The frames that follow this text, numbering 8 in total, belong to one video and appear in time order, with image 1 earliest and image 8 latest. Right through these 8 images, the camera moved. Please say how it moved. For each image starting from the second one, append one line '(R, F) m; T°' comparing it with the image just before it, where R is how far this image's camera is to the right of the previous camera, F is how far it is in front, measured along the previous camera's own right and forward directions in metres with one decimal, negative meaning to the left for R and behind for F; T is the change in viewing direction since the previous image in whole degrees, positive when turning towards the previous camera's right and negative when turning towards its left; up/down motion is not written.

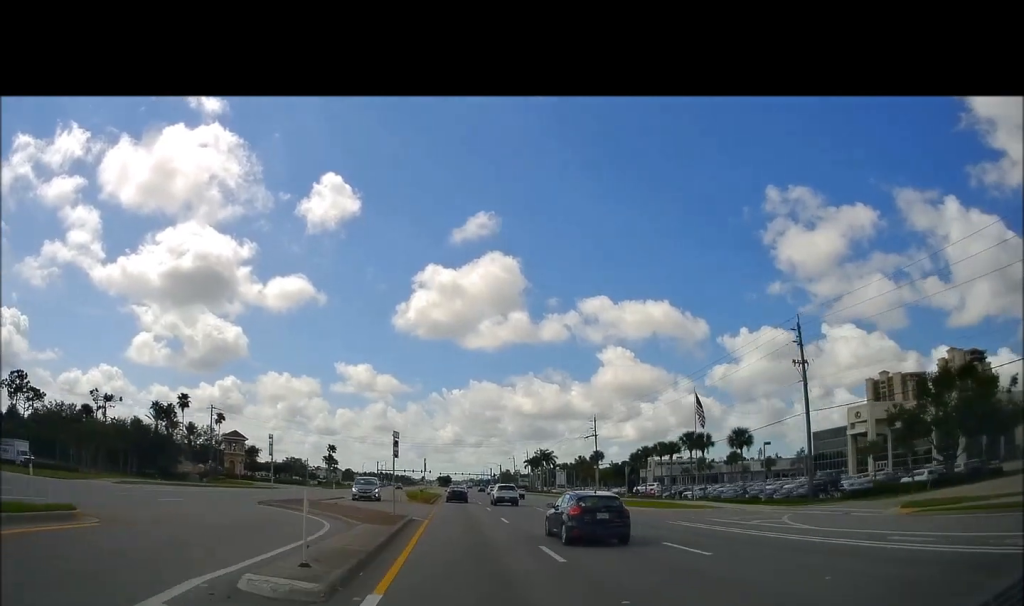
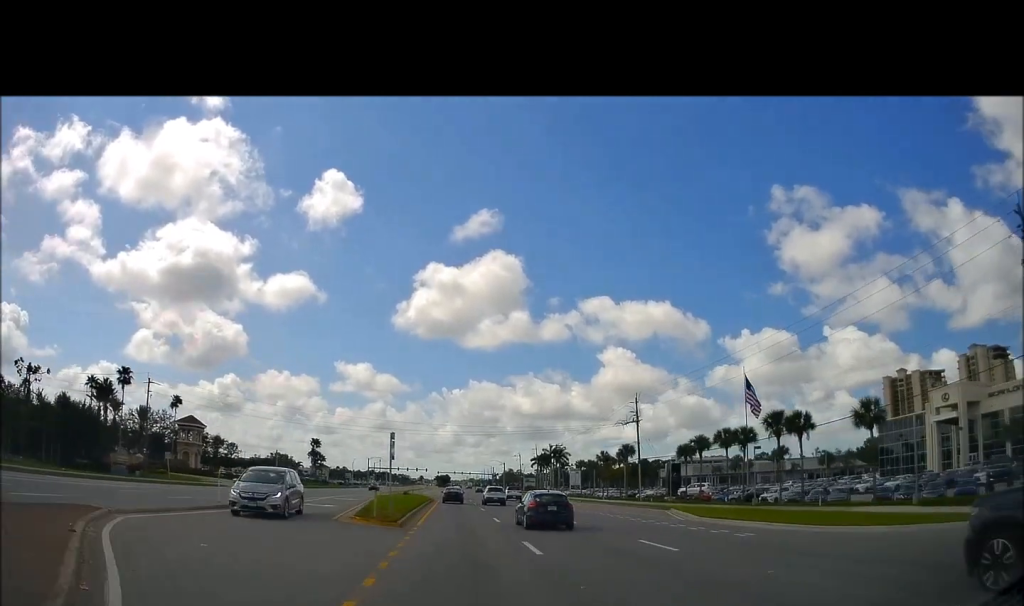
(+0.2, +23.9) m; 0°
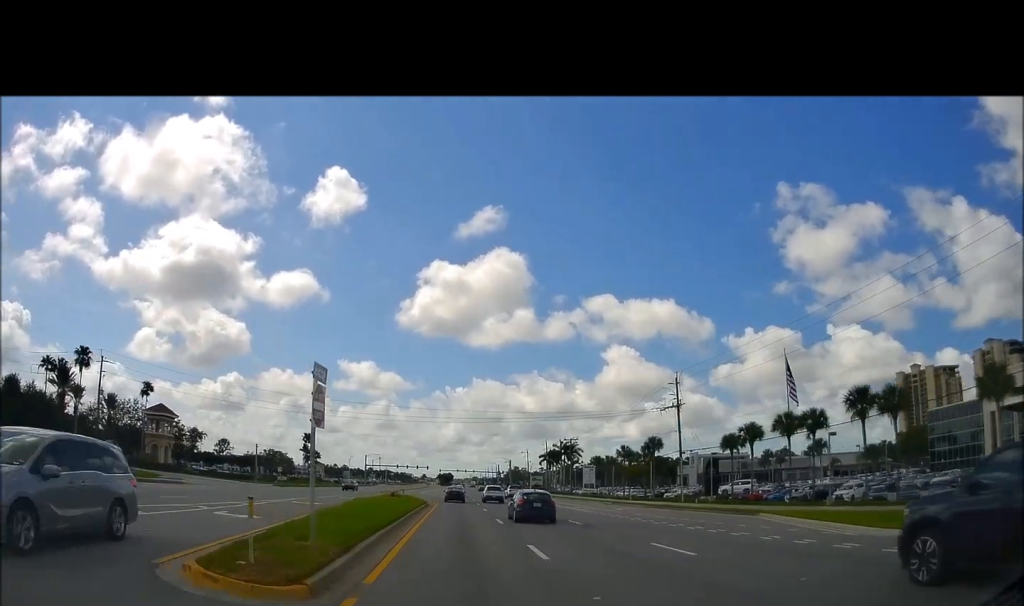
(-0.1, +13.7) m; 0°
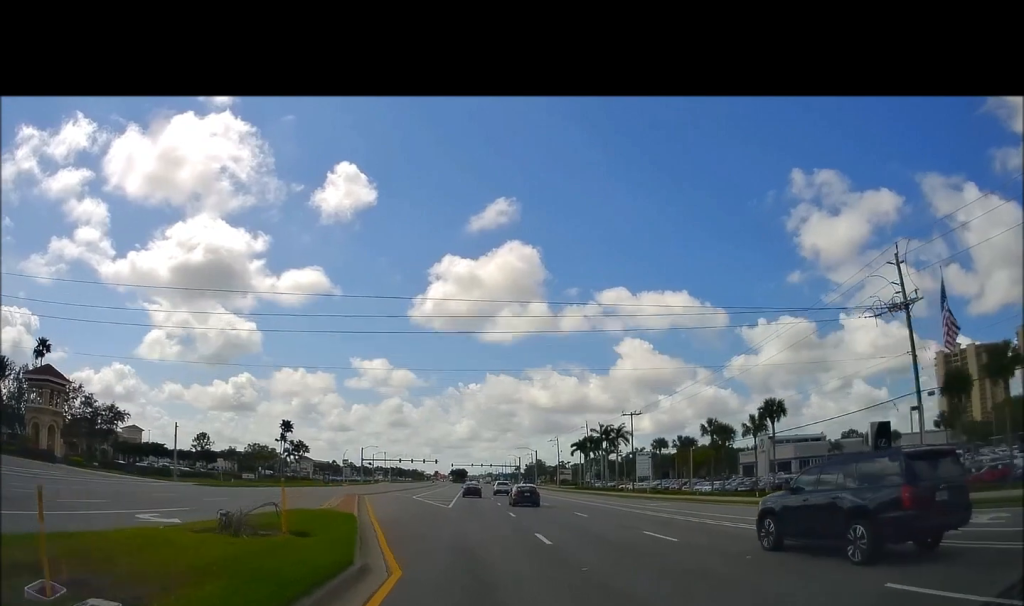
(0.0, +35.5) m; 0°
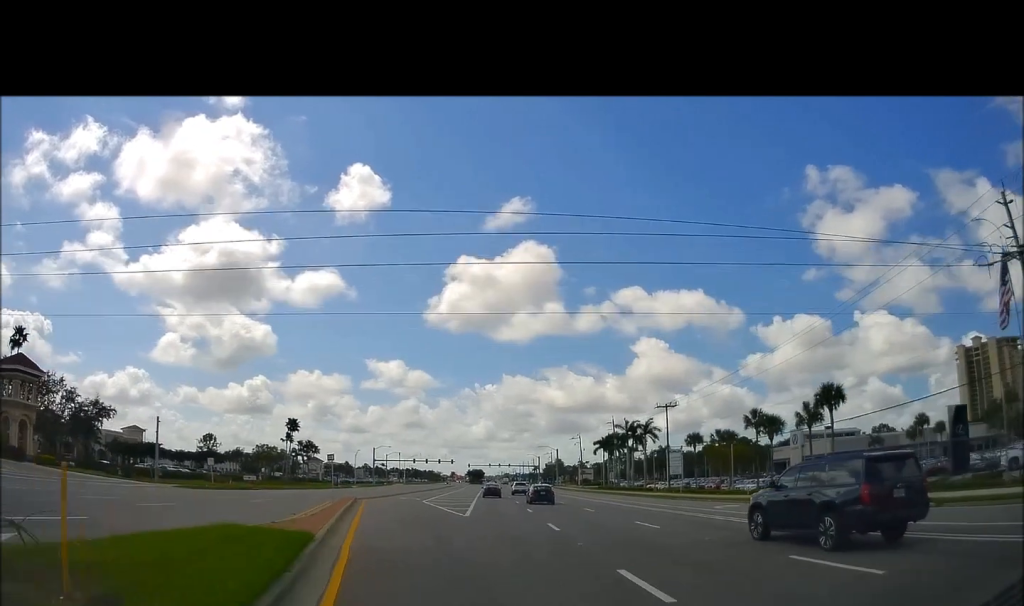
(+0.1, +8.6) m; -1°
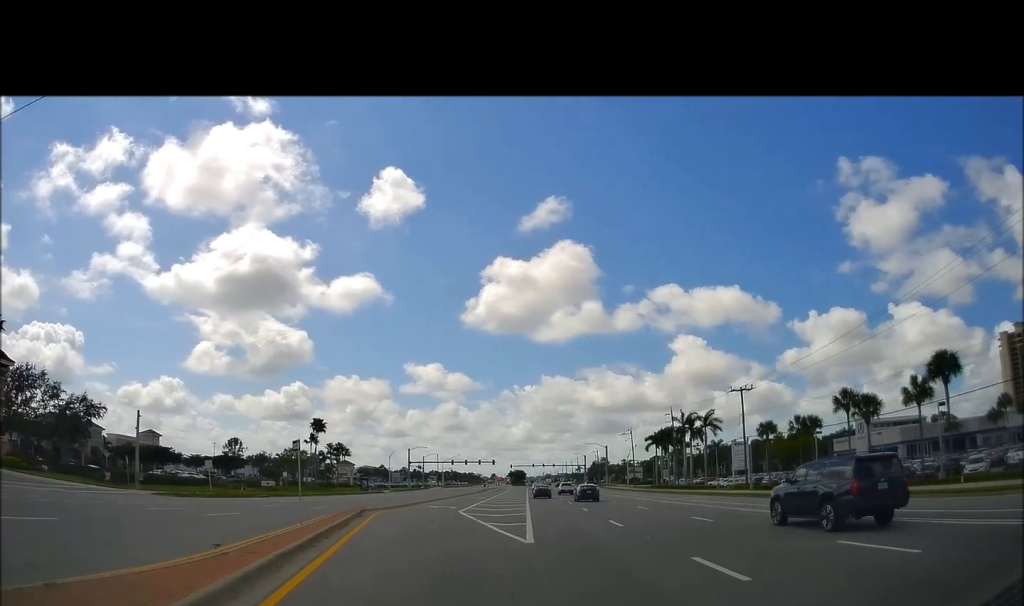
(-0.2, +11.9) m; -2°
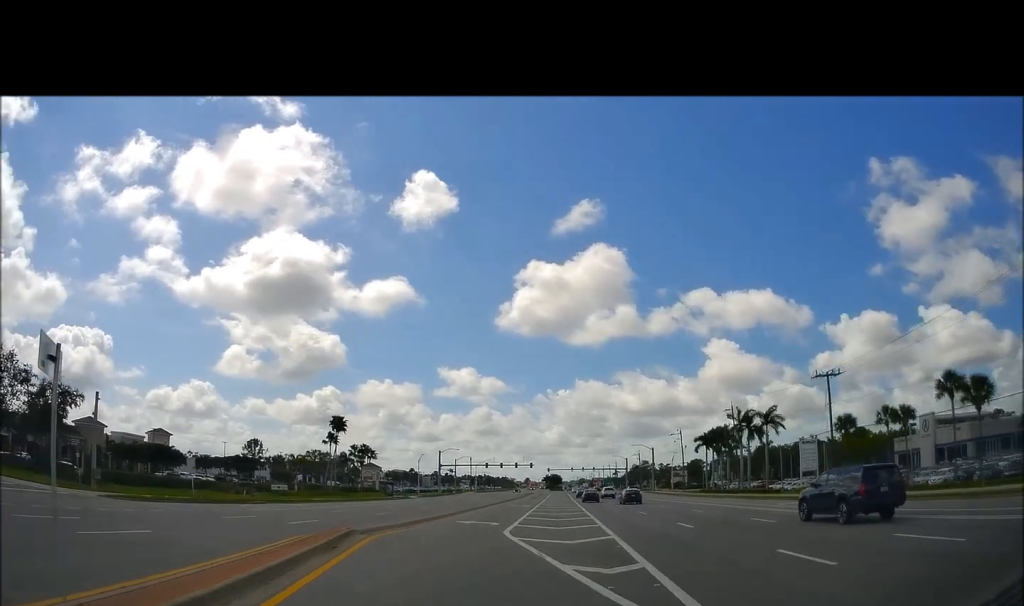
(-0.2, +12.2) m; -2°
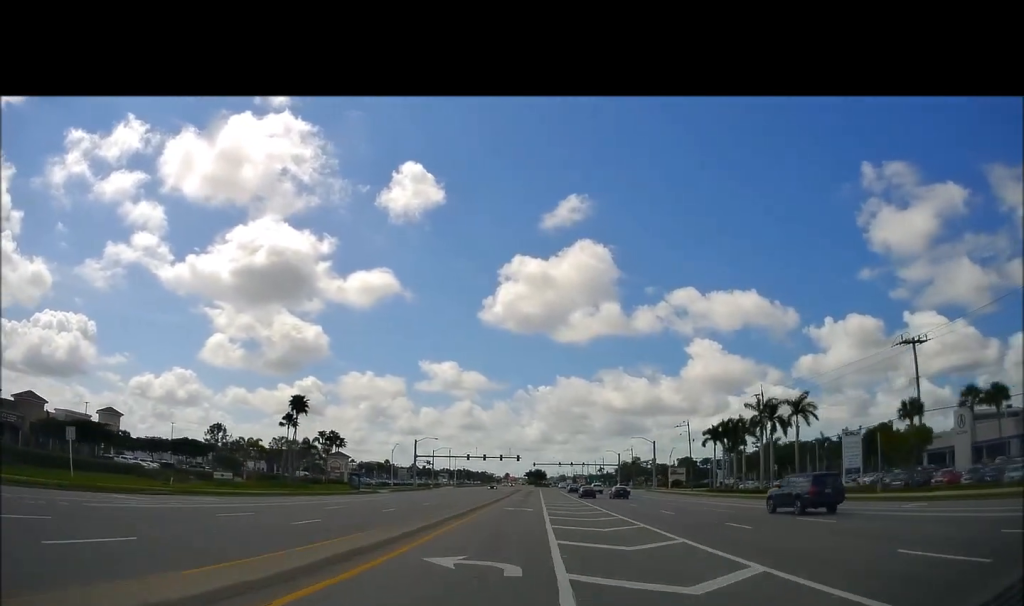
(-0.5, +16.3) m; -2°
